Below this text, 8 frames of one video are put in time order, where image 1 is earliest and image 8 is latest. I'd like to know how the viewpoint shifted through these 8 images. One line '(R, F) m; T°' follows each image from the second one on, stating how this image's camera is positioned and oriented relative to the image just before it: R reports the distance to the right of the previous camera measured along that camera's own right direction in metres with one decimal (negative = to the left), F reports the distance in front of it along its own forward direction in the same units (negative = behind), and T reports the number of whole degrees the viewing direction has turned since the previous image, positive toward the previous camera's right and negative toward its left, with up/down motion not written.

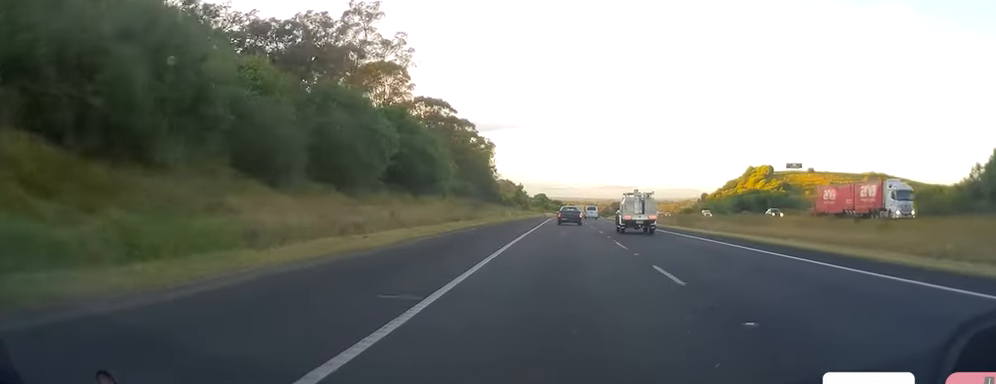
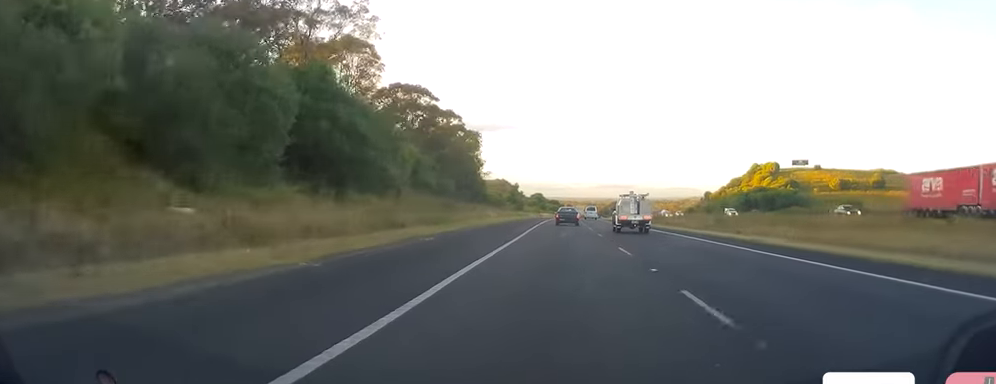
(0.0, +15.7) m; 0°
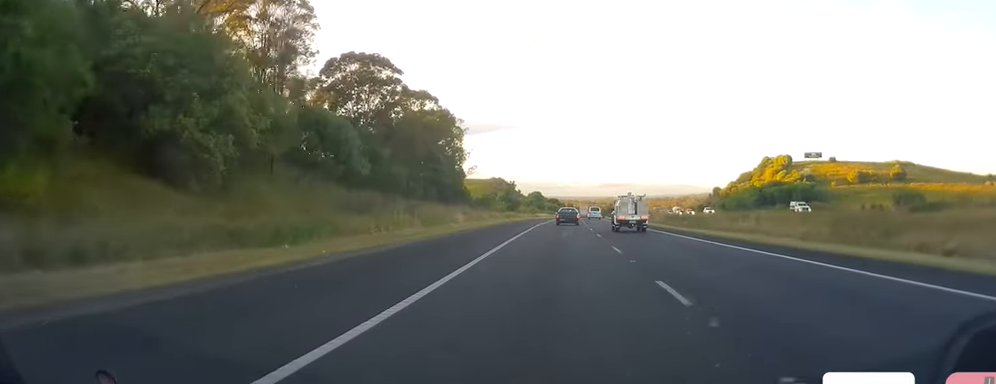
(-0.3, +23.6) m; 0°
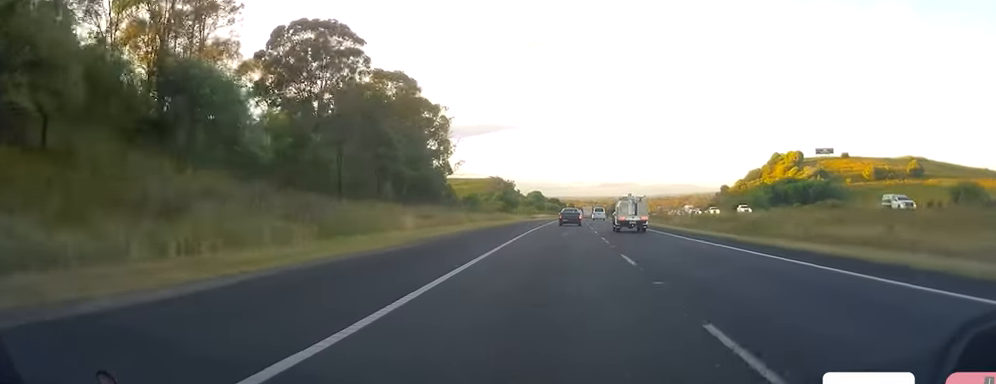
(+0.1, +16.6) m; 0°
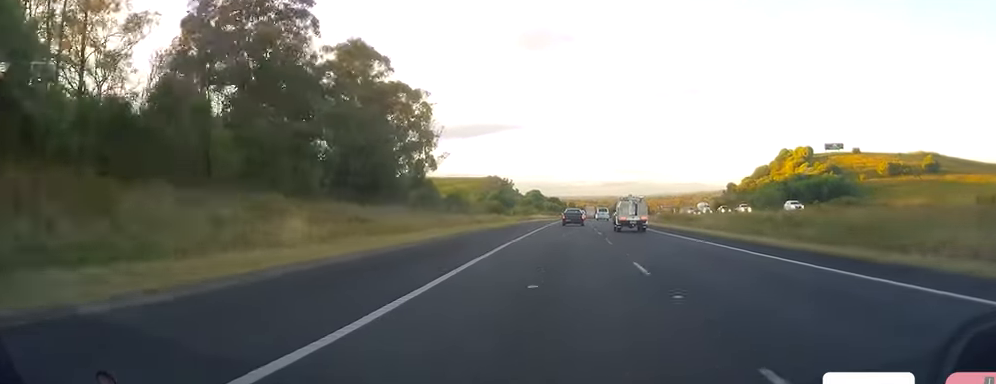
(0.0, +14.7) m; 0°
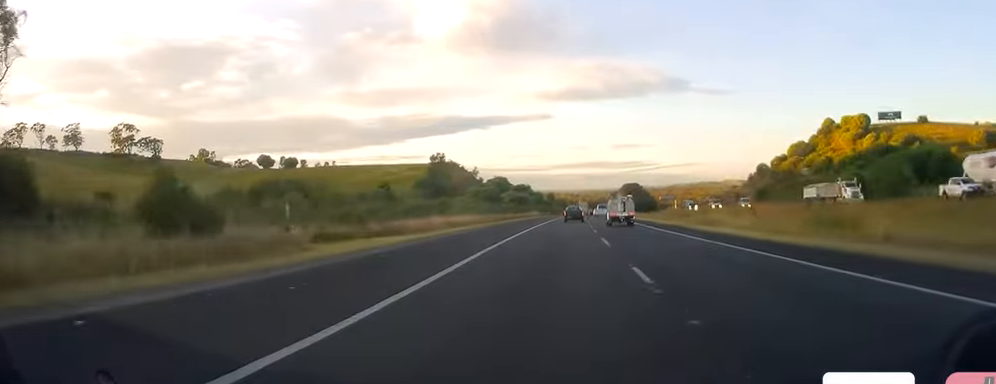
(-0.3, +87.3) m; +1°
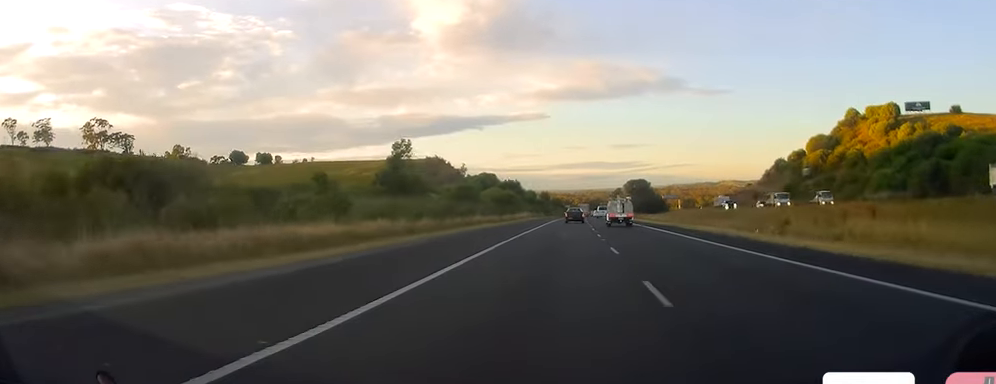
(-0.2, +27.5) m; 0°
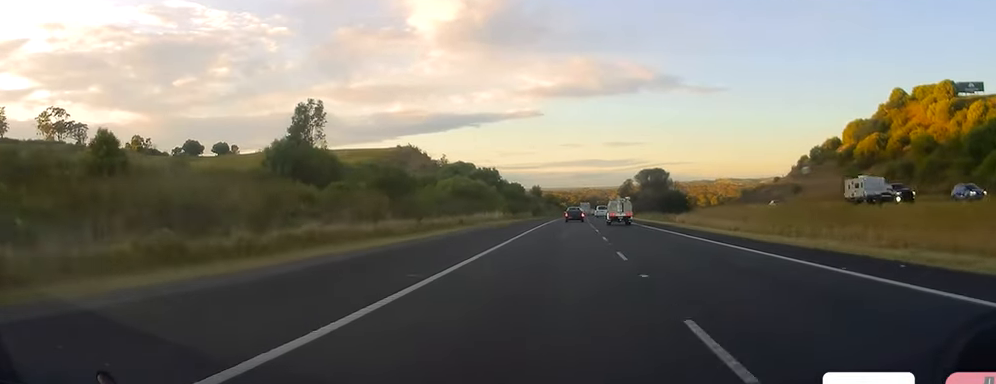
(+0.4, +40.6) m; +1°
